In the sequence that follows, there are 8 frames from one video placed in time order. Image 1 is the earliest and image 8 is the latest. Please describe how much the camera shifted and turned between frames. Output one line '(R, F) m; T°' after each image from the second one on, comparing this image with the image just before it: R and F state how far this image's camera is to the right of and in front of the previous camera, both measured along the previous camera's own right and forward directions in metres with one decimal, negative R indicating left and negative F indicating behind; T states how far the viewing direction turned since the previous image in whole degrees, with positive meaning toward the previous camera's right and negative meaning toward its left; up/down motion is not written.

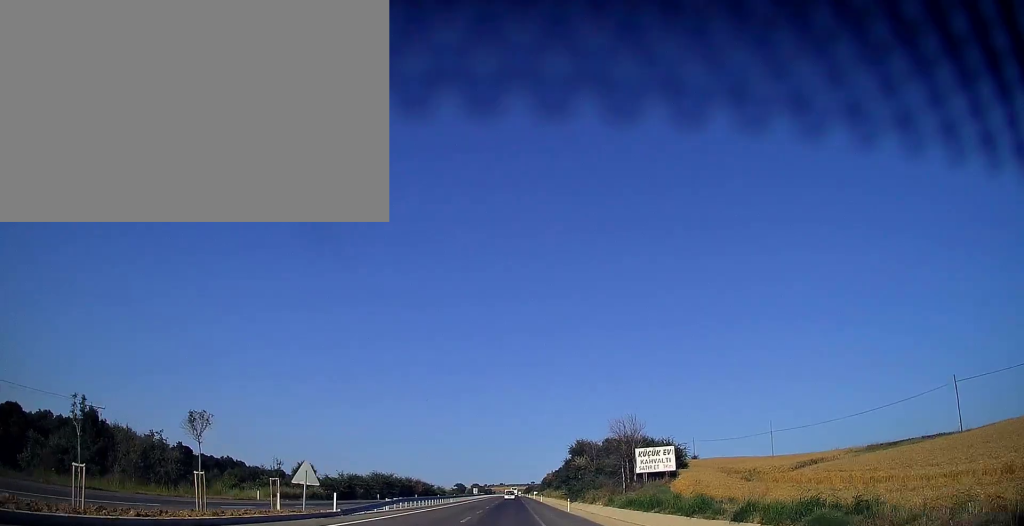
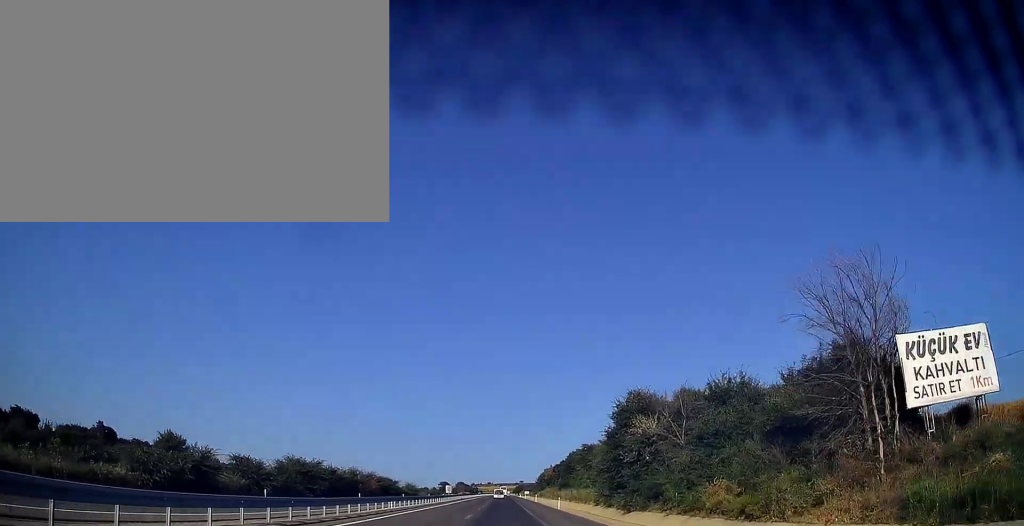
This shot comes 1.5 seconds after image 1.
(+0.6, +44.9) m; +1°
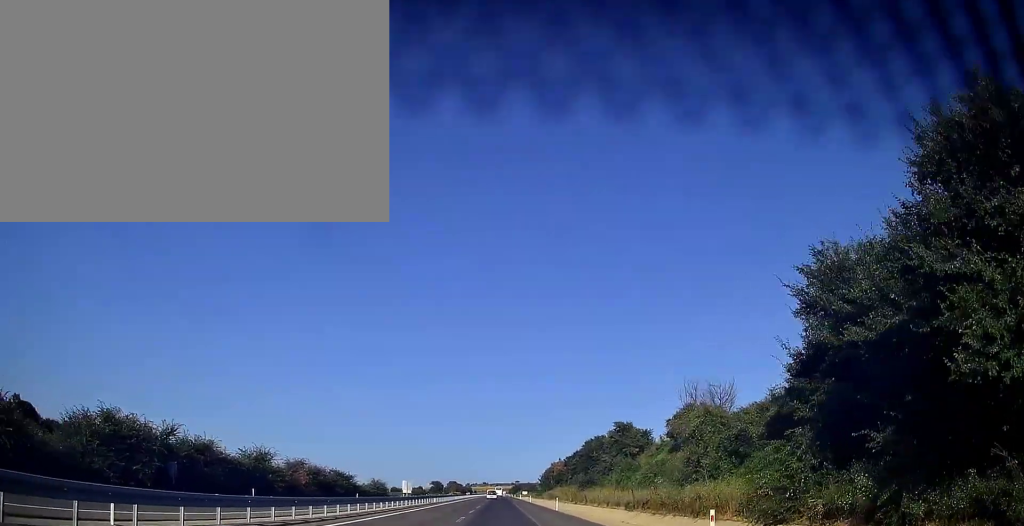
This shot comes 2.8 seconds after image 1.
(+0.1, +38.1) m; +1°
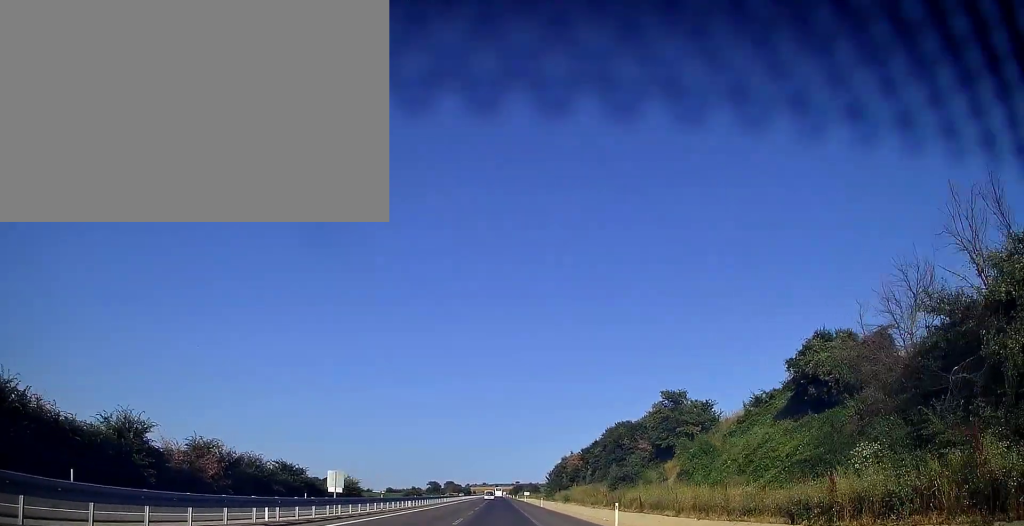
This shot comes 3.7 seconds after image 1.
(+0.2, +25.4) m; 0°
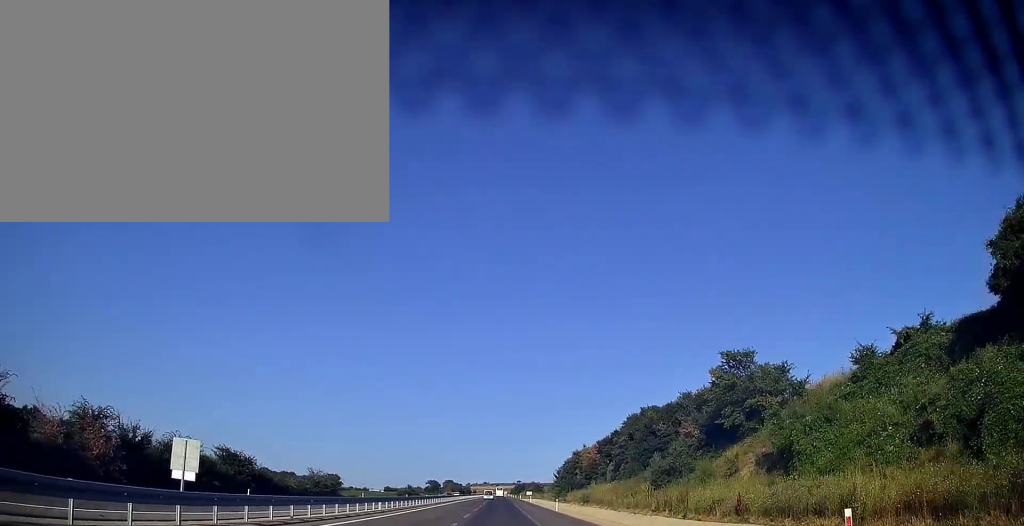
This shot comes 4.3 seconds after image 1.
(-0.1, +16.6) m; 0°
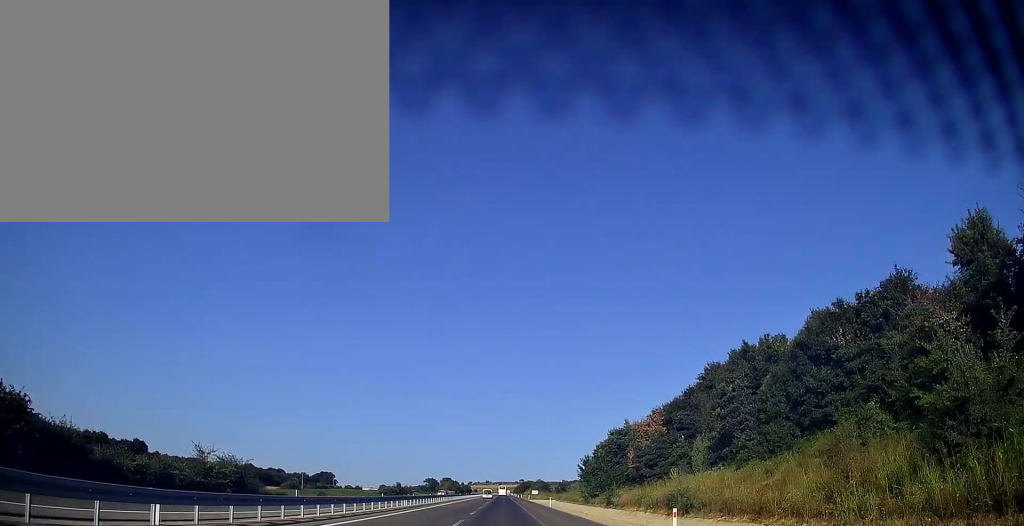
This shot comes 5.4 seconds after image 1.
(-0.1, +34.2) m; 0°
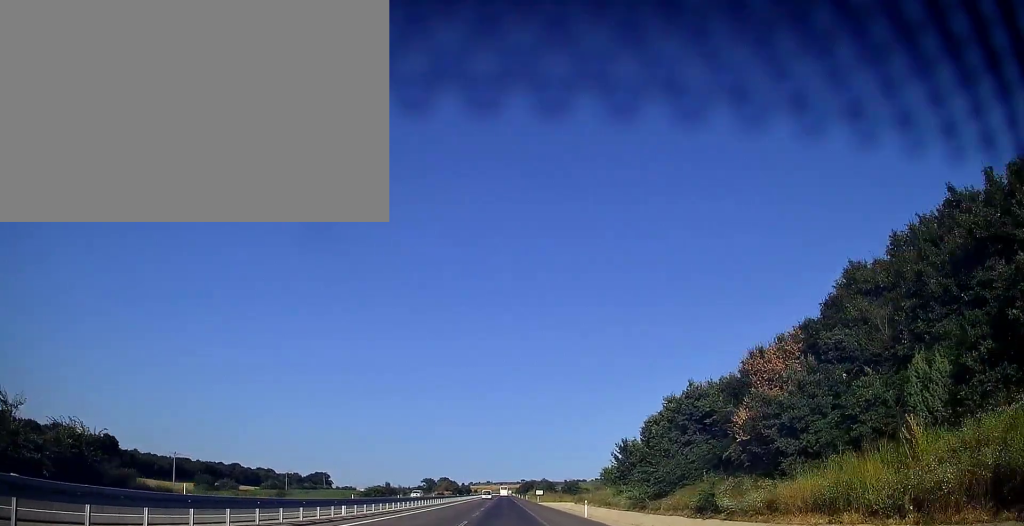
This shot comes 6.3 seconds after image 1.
(0.0, +24.5) m; 0°
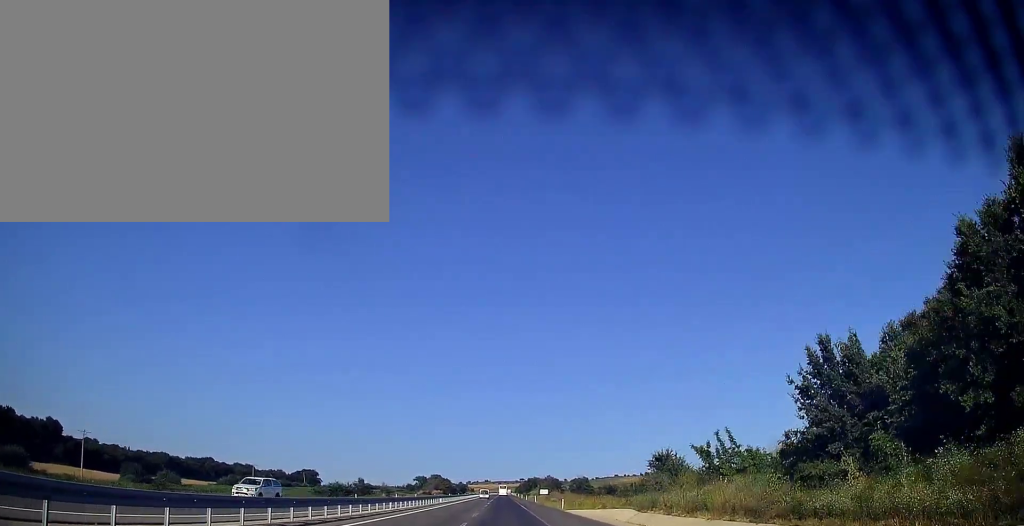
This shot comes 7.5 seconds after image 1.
(+0.2, +36.3) m; 0°
